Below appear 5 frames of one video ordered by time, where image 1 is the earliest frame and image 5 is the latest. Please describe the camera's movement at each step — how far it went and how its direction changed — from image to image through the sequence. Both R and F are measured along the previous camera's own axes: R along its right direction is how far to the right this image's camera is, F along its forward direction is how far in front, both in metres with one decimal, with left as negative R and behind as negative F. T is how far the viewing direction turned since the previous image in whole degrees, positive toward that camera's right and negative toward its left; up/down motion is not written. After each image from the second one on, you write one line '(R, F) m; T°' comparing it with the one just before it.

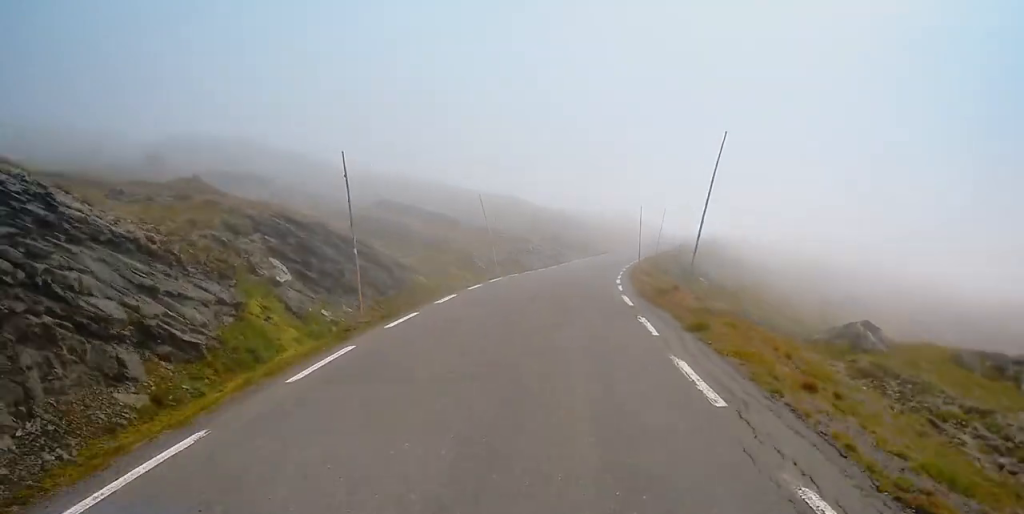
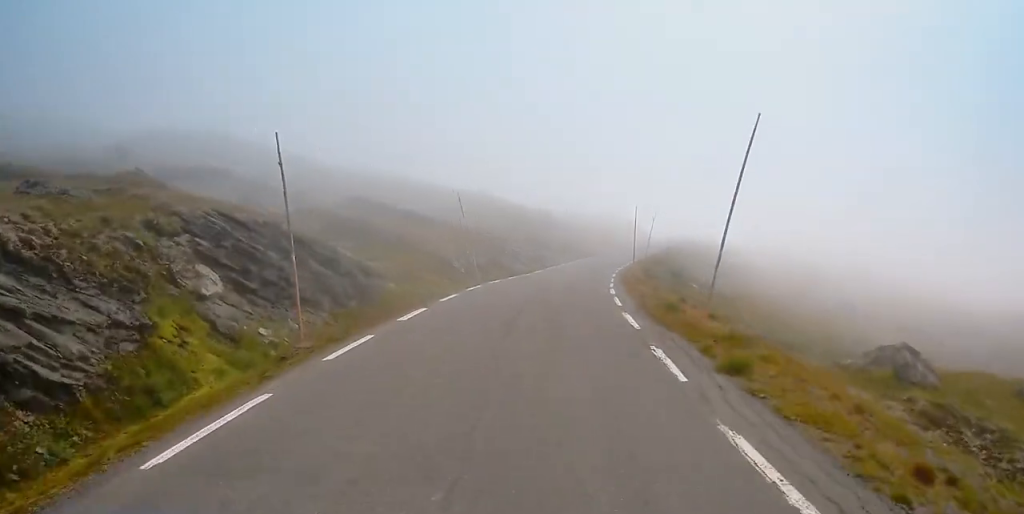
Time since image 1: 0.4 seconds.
(+0.1, +4.0) m; +1°
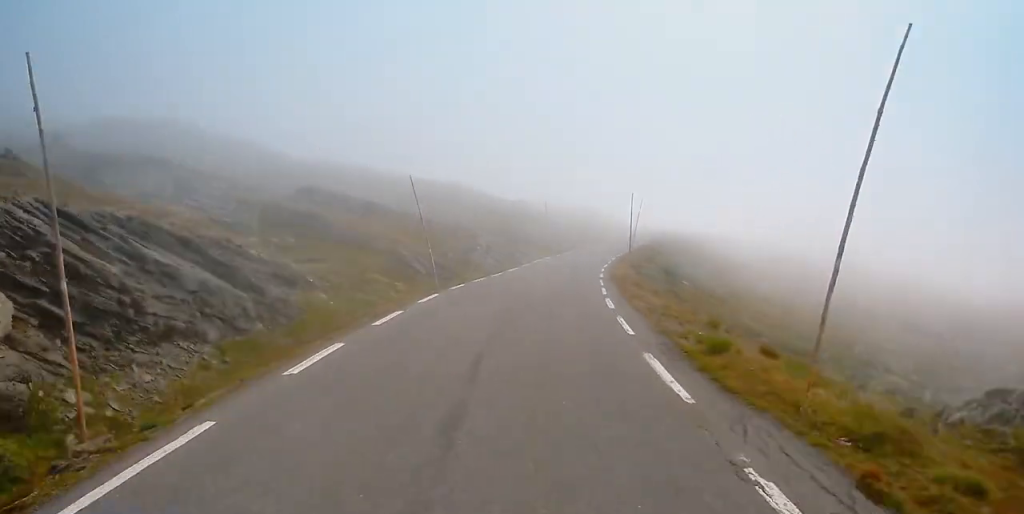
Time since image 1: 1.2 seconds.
(+0.4, +7.3) m; 0°
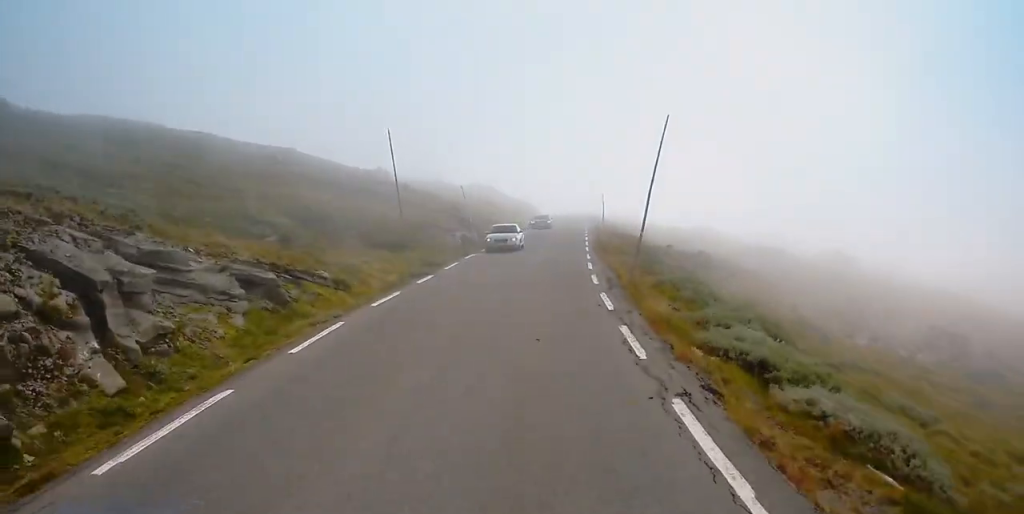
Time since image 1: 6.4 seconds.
(+2.0, +45.7) m; +7°
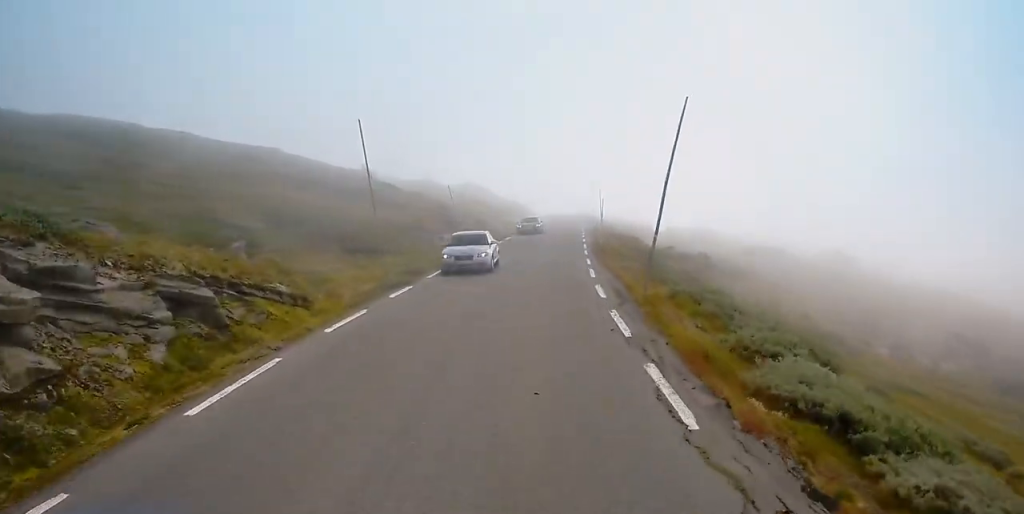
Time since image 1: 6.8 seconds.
(+0.3, +3.9) m; 0°
